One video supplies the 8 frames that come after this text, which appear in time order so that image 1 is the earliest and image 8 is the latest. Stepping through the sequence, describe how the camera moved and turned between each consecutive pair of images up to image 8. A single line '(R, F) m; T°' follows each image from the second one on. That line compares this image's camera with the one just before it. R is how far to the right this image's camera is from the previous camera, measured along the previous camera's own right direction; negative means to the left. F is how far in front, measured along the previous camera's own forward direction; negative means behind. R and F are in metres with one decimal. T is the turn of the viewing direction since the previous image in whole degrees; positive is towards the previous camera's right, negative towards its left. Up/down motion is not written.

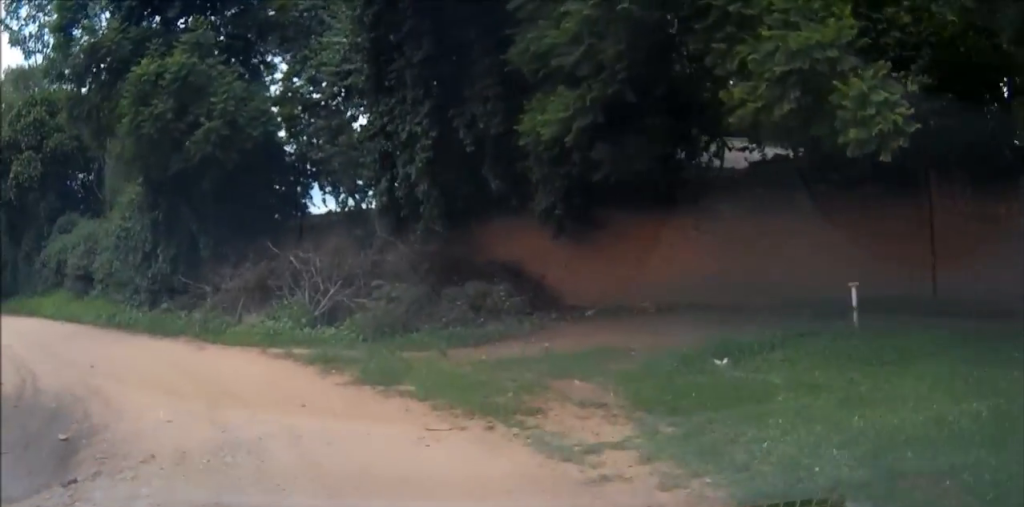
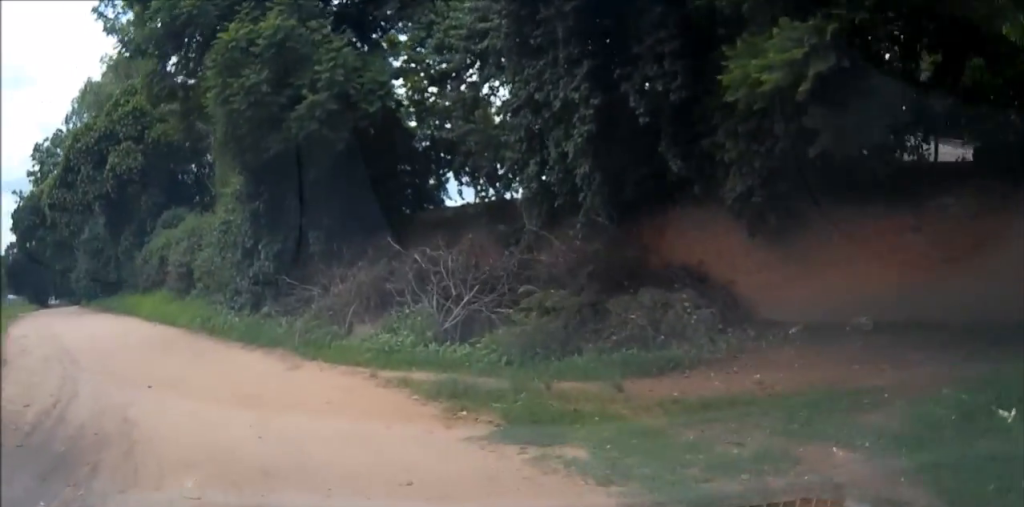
(-0.2, +2.5) m; -7°
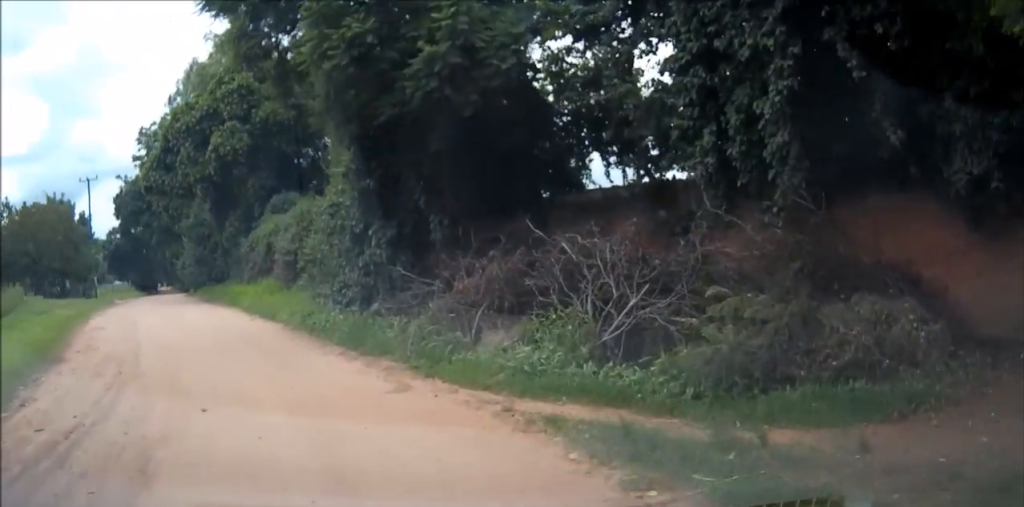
(0.0, +2.3) m; -7°
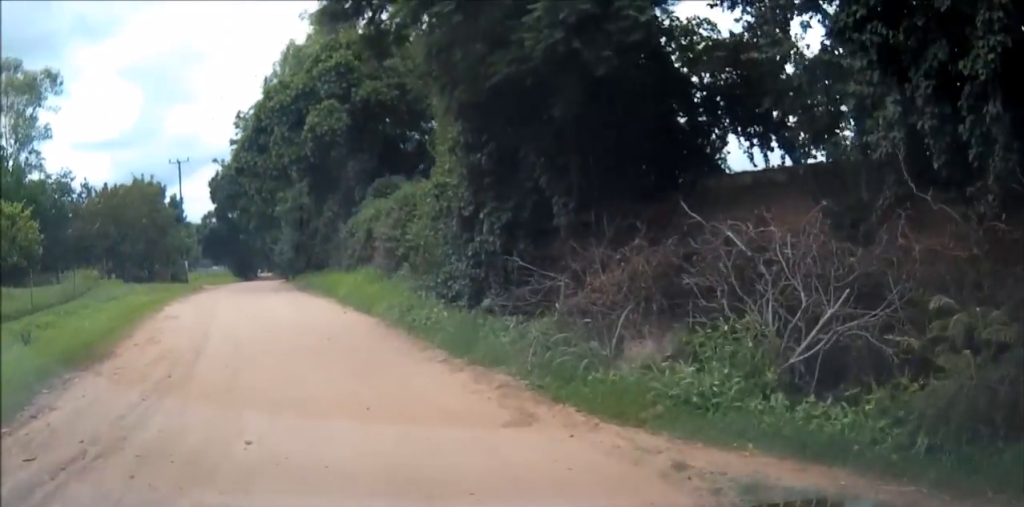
(-0.2, +1.9) m; -8°
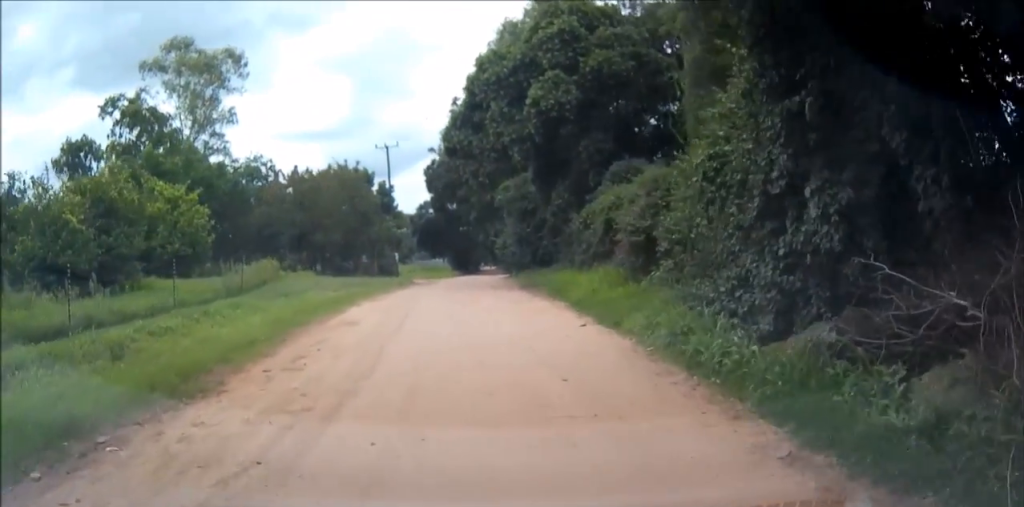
(-0.6, +4.2) m; -14°
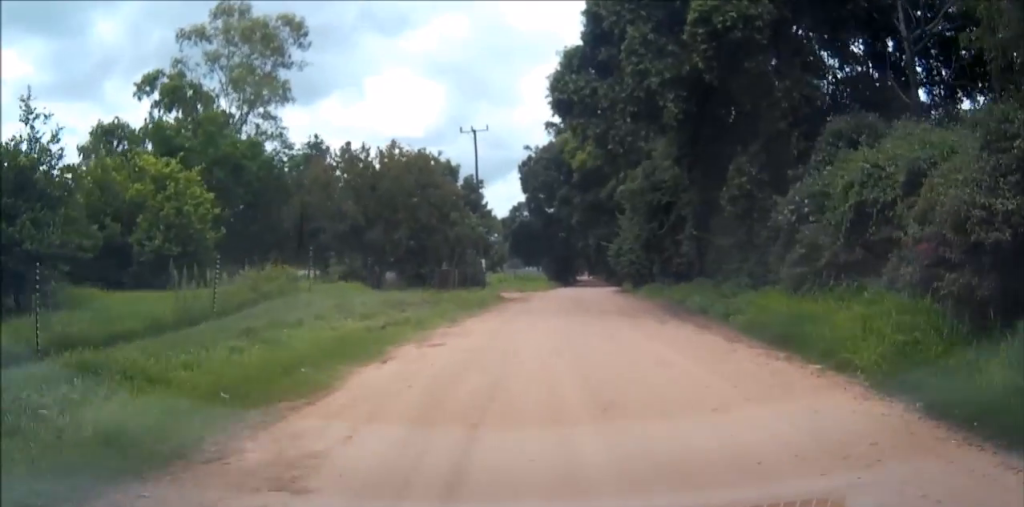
(-1.7, +10.3) m; -11°
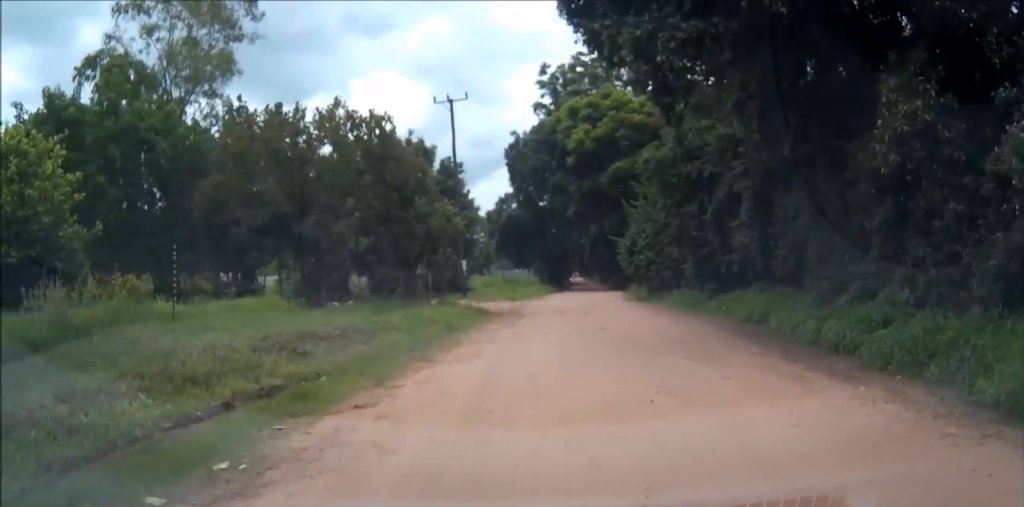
(+0.1, +8.3) m; +2°
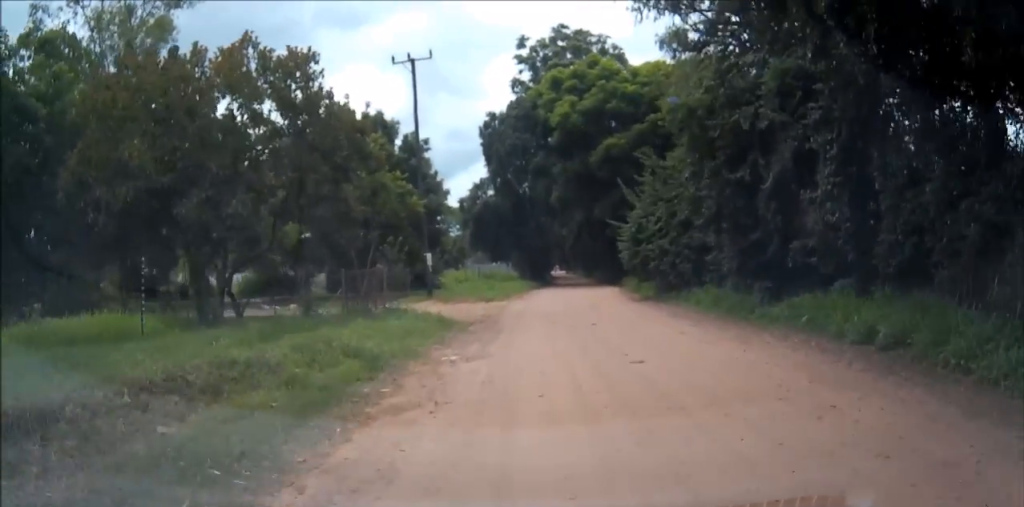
(+0.1, +6.8) m; 0°
